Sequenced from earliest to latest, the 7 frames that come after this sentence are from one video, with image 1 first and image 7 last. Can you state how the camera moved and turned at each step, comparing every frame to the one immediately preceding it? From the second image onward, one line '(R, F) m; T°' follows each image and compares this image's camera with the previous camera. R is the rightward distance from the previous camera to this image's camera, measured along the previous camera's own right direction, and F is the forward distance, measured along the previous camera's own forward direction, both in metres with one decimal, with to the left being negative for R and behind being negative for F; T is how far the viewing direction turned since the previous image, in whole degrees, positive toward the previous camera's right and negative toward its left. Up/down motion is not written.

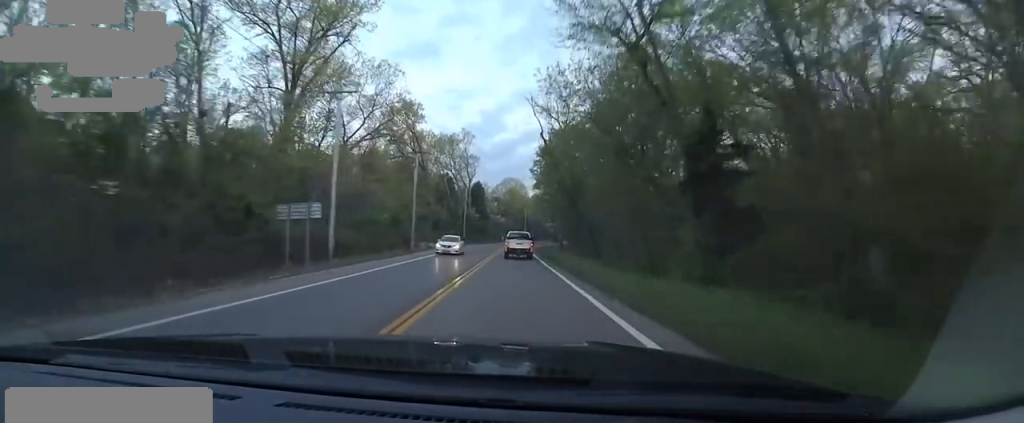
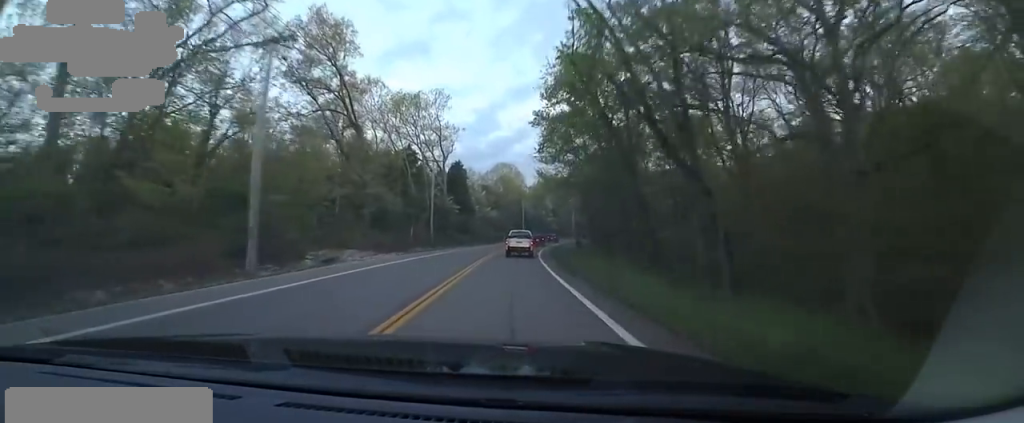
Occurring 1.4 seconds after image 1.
(+0.8, +27.8) m; +4°
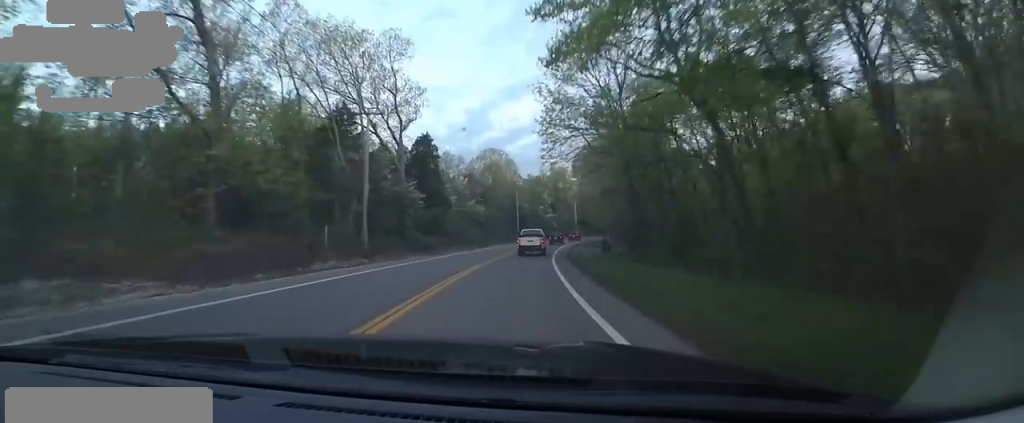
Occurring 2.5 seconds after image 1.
(-0.1, +22.1) m; -2°
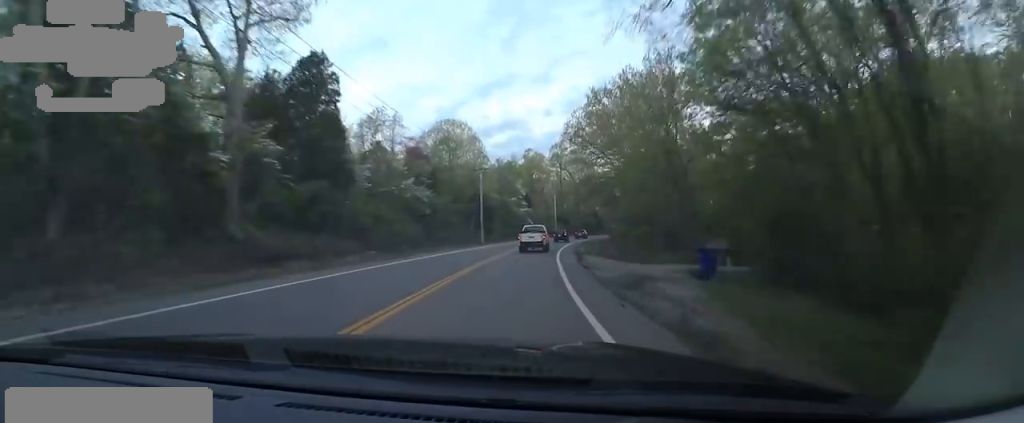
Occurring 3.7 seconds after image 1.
(-0.1, +25.9) m; +5°
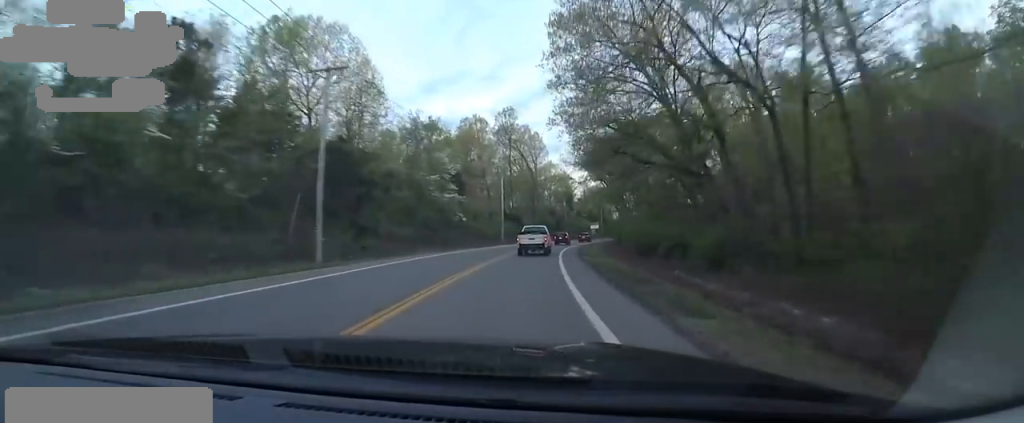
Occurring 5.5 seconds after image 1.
(+4.1, +37.9) m; +6°
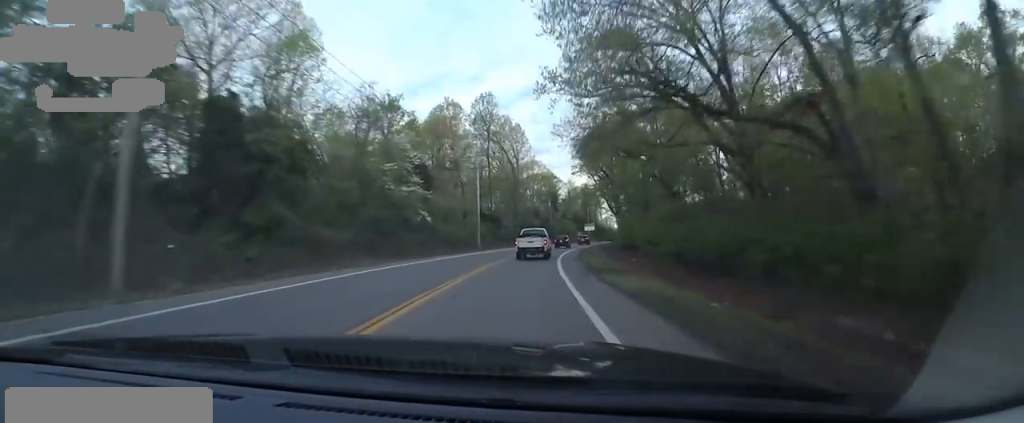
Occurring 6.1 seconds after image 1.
(-0.3, +11.0) m; +2°
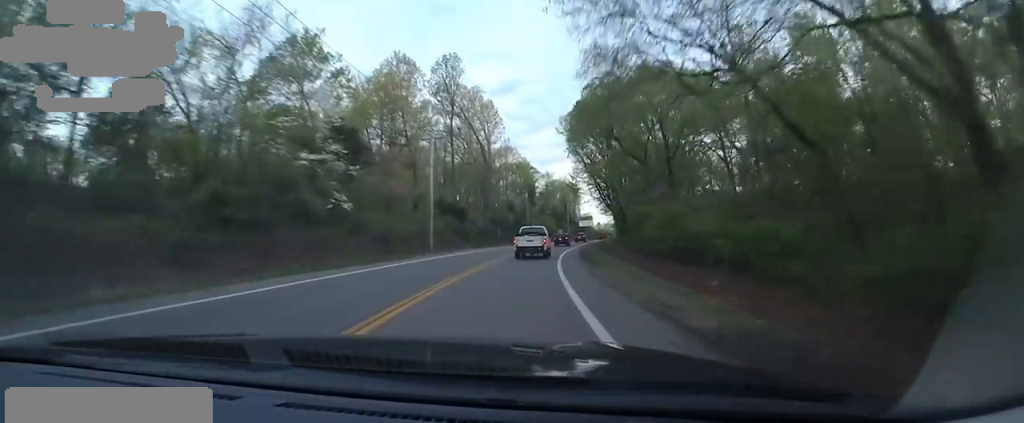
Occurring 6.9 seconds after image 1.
(+0.2, +15.1) m; +3°
